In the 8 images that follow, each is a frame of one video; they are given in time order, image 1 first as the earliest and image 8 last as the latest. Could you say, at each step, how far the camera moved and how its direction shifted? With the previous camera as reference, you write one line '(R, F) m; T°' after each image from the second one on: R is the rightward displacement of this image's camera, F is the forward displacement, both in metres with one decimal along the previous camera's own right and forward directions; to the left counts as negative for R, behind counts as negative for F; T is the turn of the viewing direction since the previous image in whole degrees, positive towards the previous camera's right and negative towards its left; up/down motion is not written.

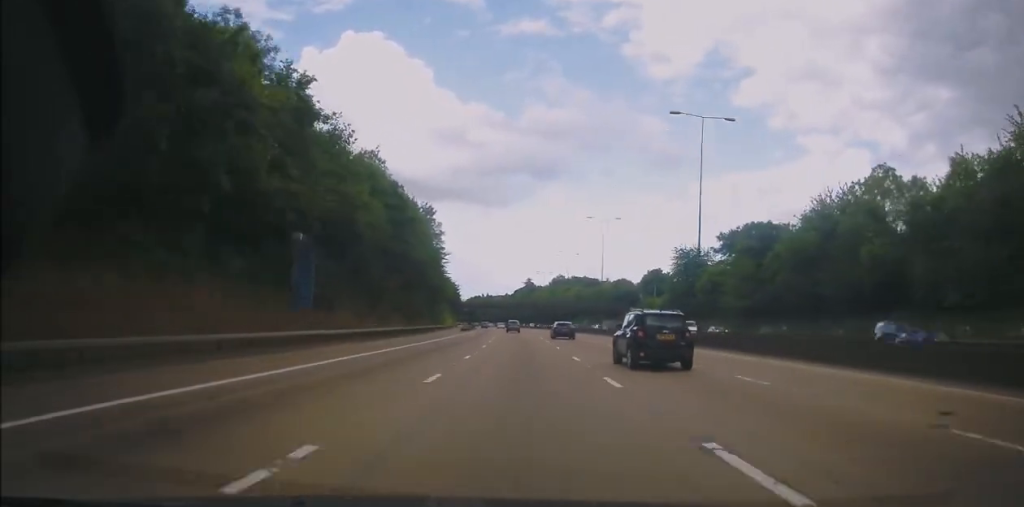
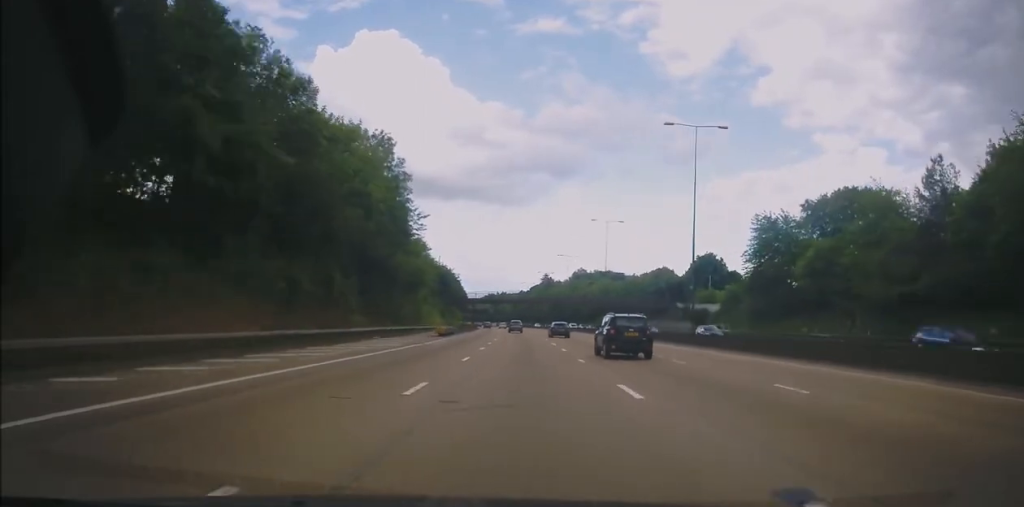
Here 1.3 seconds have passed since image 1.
(-0.1, +38.3) m; -1°
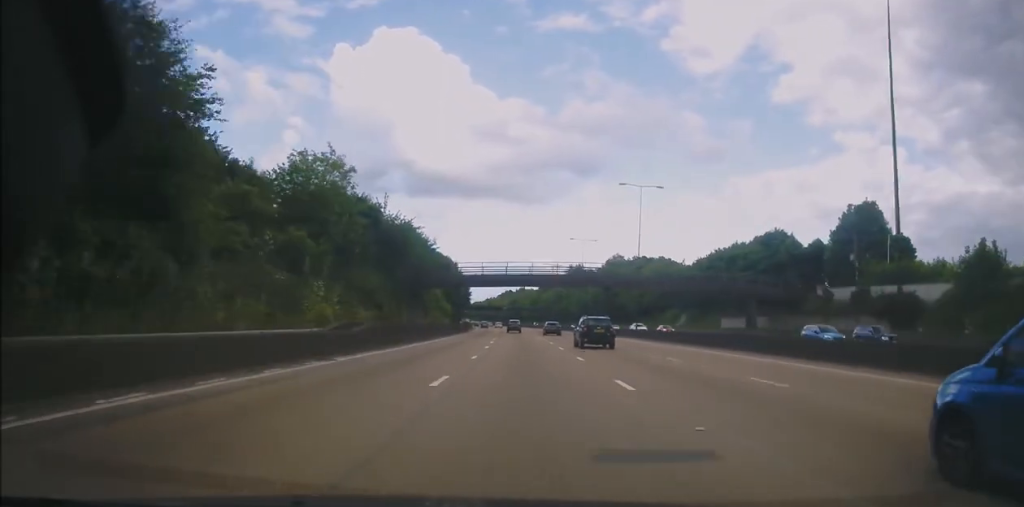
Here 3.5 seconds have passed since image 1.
(-1.4, +62.8) m; -2°
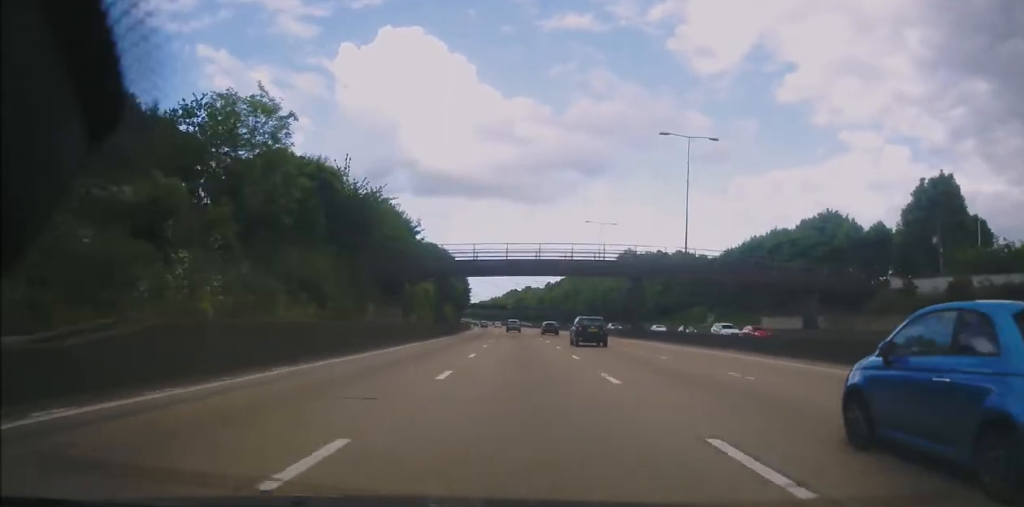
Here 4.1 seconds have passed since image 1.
(-0.1, +16.3) m; 0°
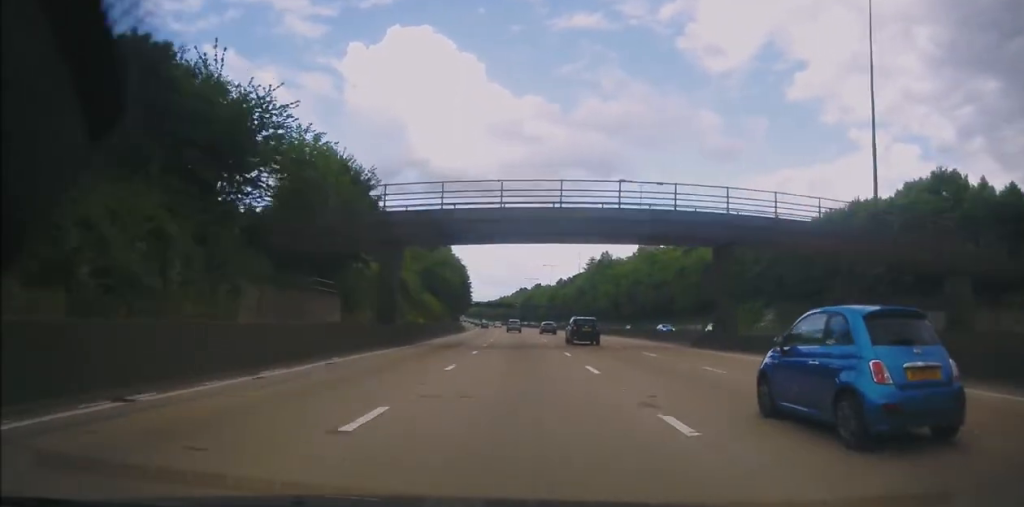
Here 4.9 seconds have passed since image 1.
(-0.2, +24.1) m; -1°
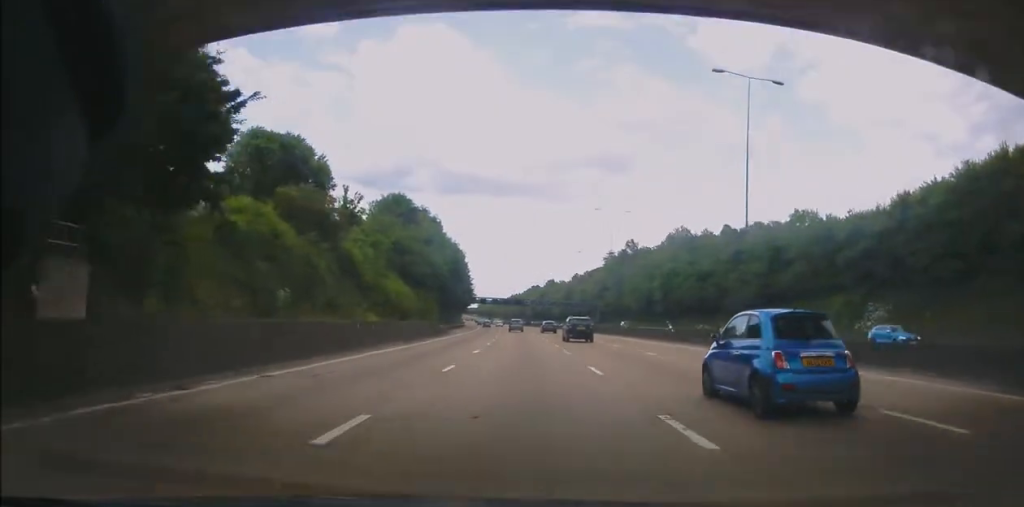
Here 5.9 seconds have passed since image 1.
(-0.1, +27.2) m; -1°
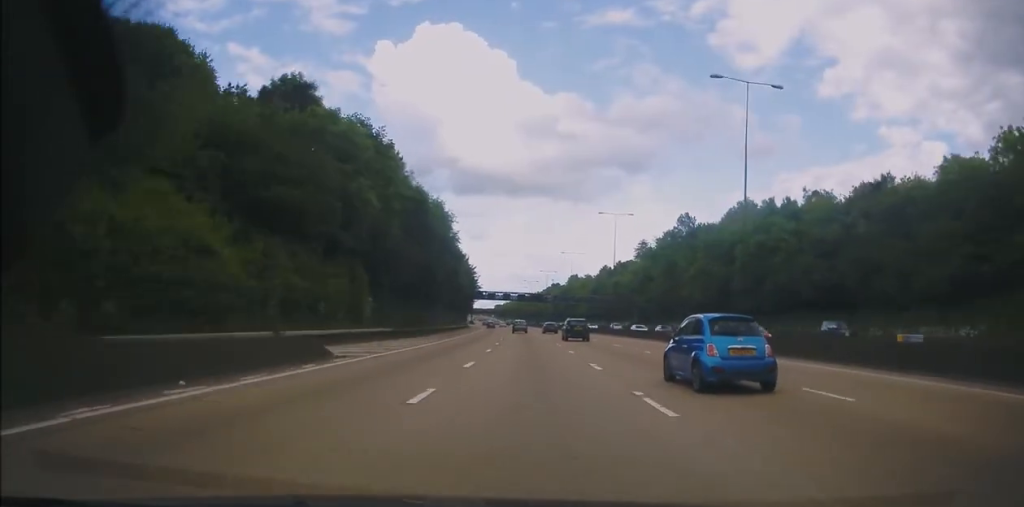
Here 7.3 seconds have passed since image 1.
(-1.2, +42.1) m; -2°
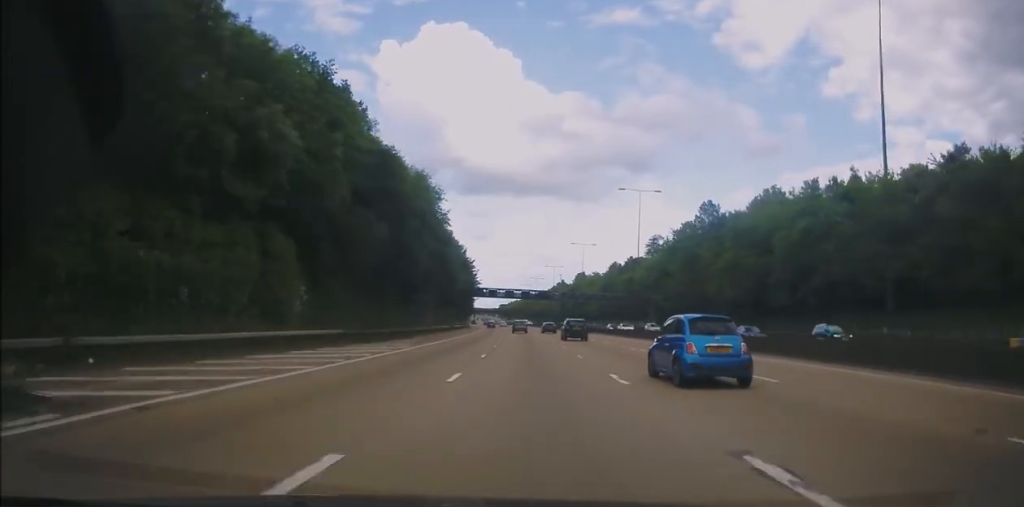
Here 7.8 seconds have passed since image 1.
(-0.1, +13.7) m; 0°
